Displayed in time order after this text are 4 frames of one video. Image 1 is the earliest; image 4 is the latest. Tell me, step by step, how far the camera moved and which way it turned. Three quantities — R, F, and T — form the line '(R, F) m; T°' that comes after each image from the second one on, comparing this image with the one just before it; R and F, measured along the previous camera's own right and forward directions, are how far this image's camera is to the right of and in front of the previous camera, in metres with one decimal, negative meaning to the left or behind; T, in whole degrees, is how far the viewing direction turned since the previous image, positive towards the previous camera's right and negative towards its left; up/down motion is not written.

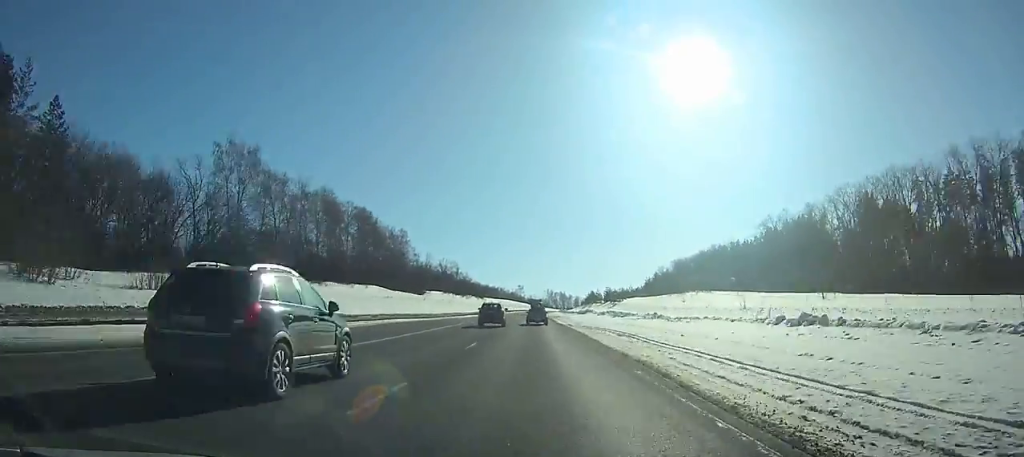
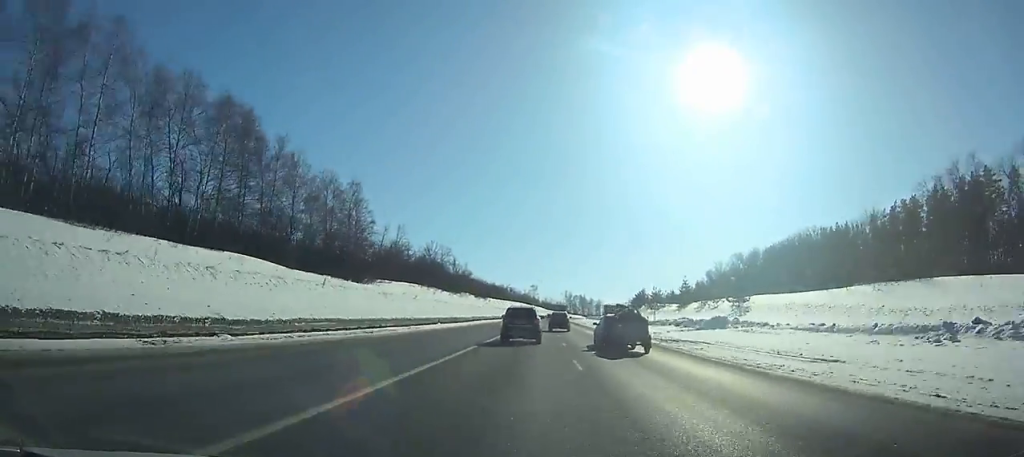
(-0.7, +68.5) m; 0°
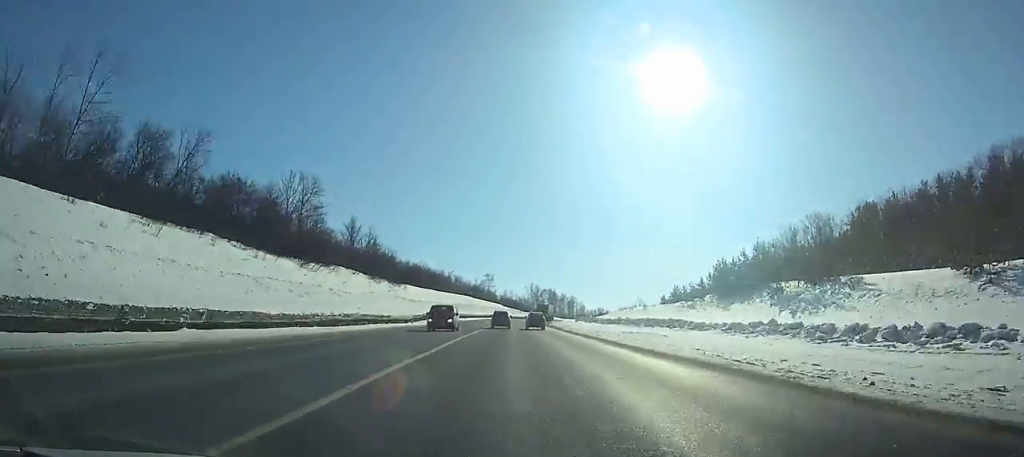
(+1.5, +89.4) m; +2°
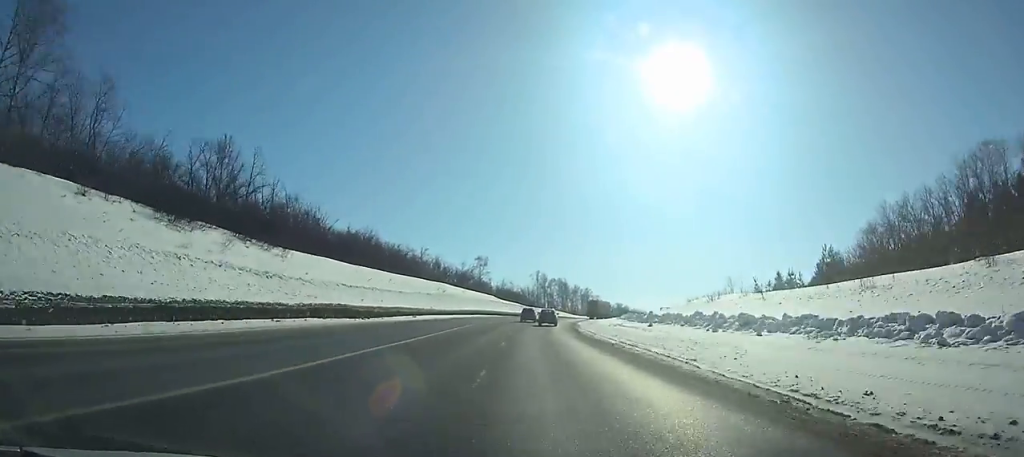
(+0.8, +57.7) m; +2°
